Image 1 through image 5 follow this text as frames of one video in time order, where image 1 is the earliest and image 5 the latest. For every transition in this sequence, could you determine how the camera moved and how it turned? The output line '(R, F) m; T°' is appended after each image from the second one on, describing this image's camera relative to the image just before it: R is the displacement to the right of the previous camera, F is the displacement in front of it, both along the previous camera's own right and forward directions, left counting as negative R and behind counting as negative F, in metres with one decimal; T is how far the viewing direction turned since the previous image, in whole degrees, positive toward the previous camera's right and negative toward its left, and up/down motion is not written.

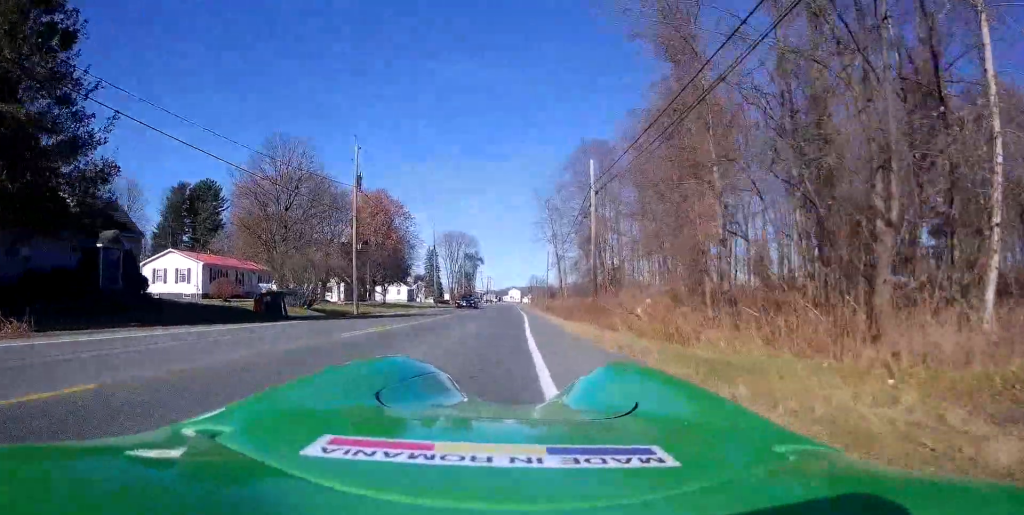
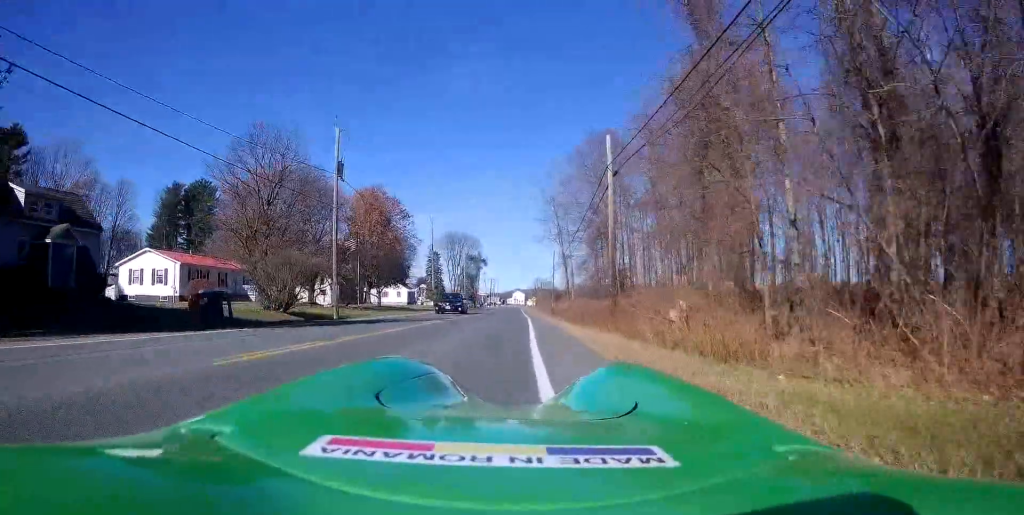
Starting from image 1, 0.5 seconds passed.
(-0.2, +4.5) m; -2°
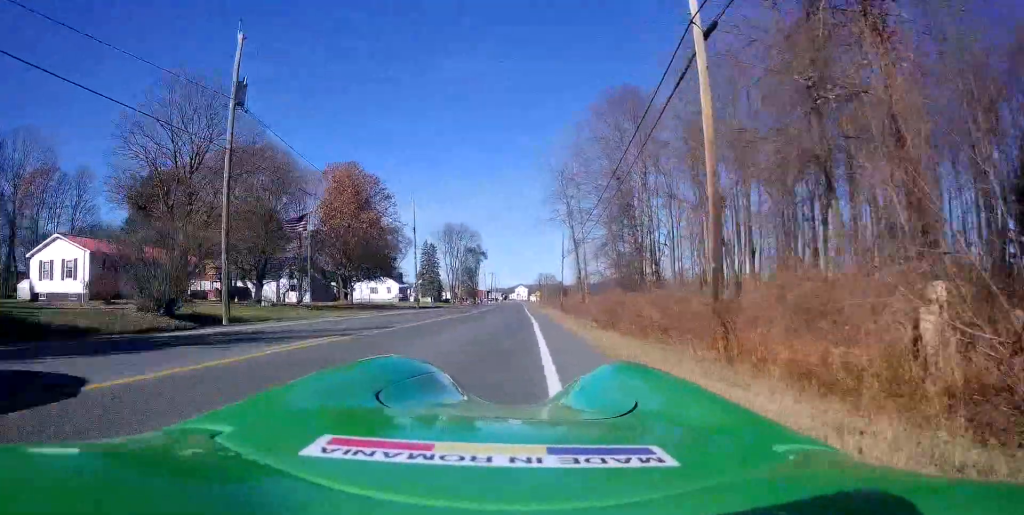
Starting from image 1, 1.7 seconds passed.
(-0.5, +11.7) m; -2°
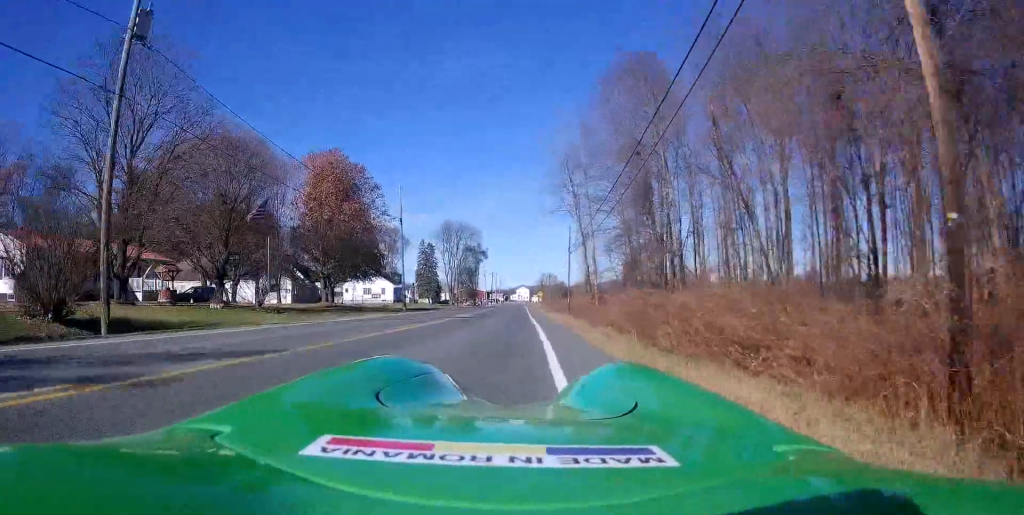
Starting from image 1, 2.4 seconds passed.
(0.0, +5.8) m; +2°
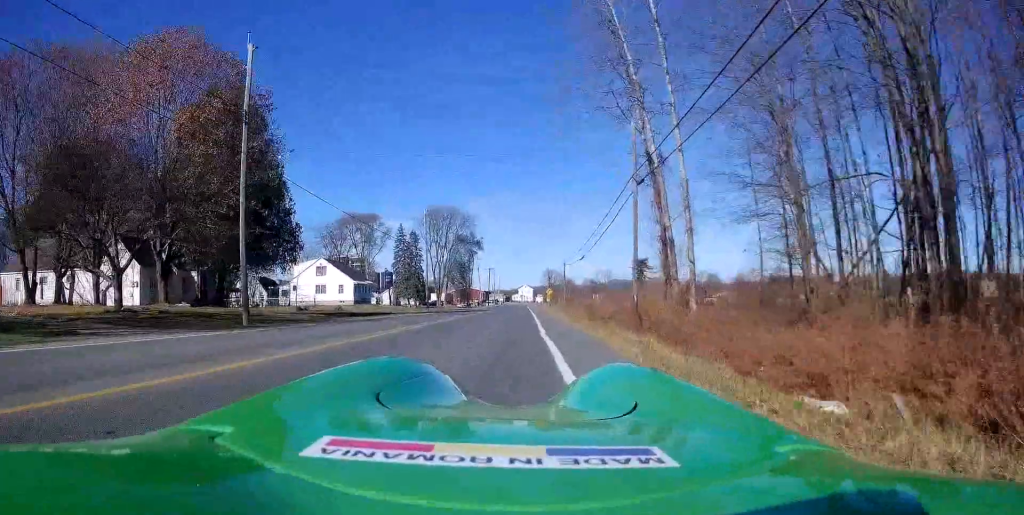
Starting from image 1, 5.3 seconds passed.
(+1.3, +28.0) m; 0°
